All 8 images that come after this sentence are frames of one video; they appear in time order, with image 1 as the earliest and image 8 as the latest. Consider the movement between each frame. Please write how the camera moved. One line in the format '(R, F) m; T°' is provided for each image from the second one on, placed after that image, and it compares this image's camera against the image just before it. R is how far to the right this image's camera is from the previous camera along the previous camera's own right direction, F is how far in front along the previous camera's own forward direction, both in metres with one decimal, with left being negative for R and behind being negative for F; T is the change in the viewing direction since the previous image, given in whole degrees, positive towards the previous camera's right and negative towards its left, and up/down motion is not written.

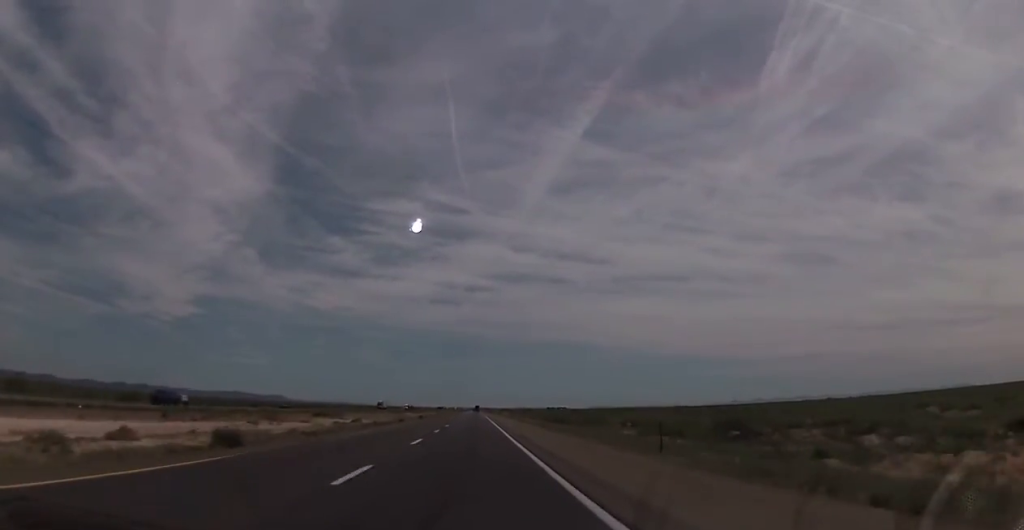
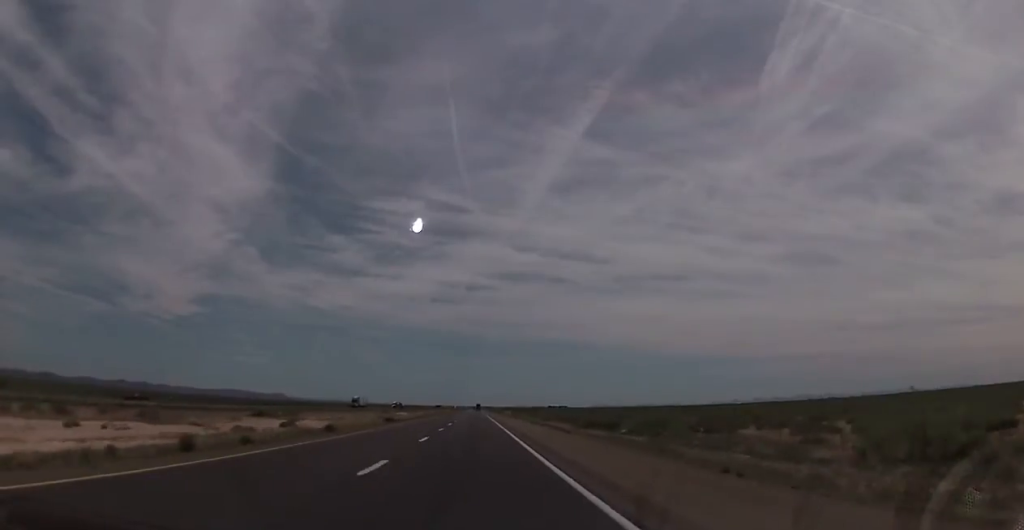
(0.0, +35.3) m; 0°
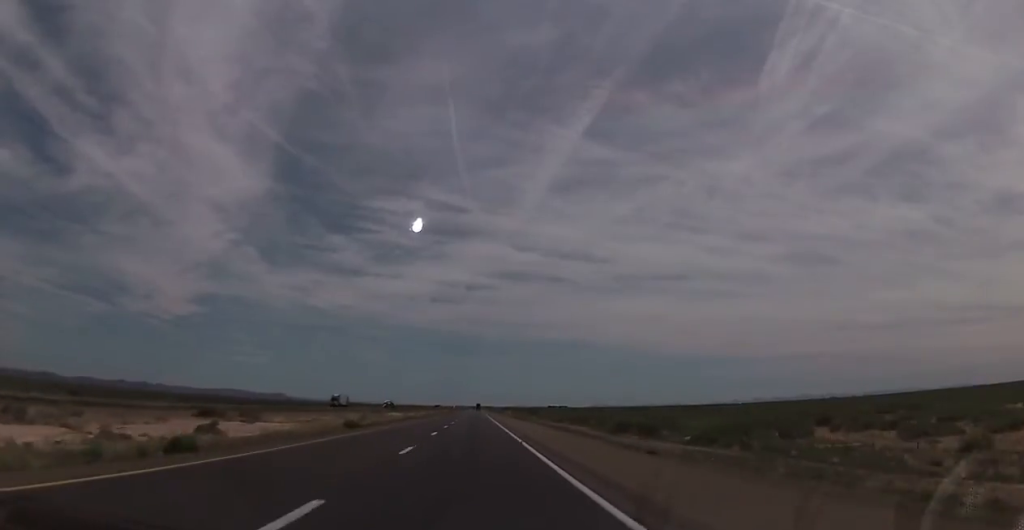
(0.0, +18.8) m; 0°
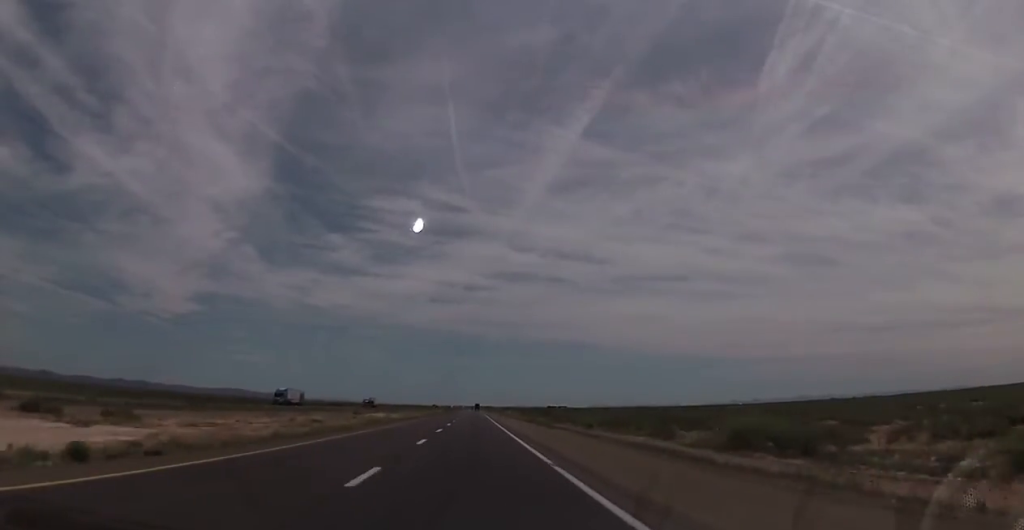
(-0.1, +31.8) m; 0°
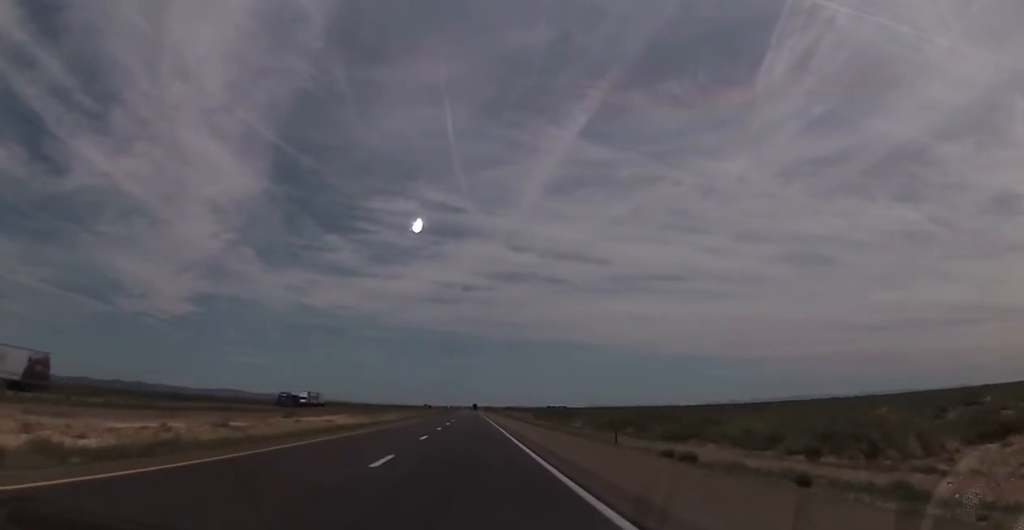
(0.0, +58.0) m; 0°
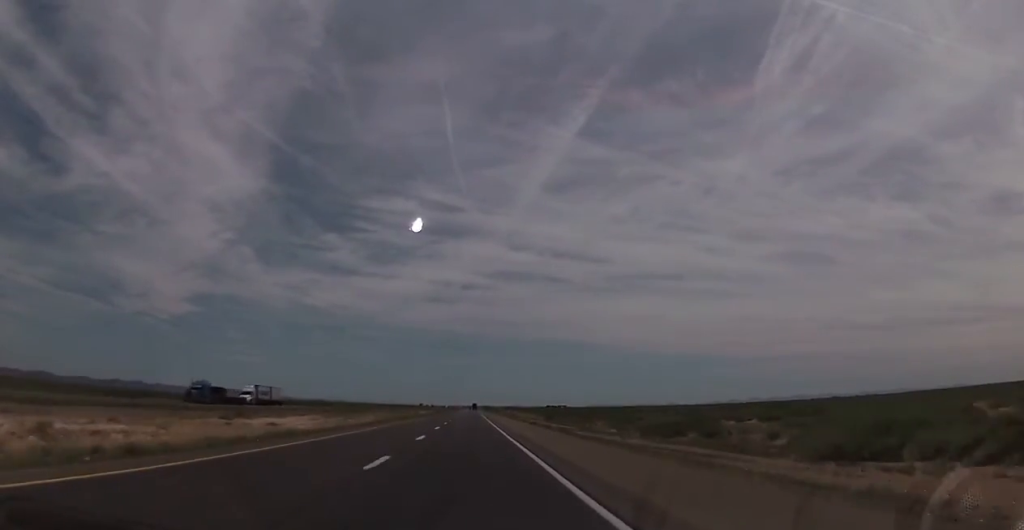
(0.0, +25.0) m; 0°
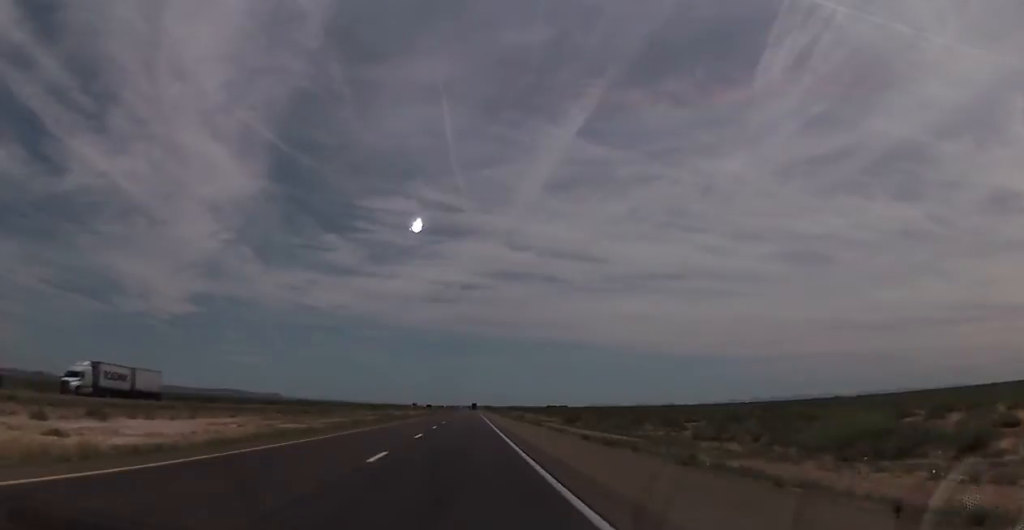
(+0.4, +35.6) m; 0°
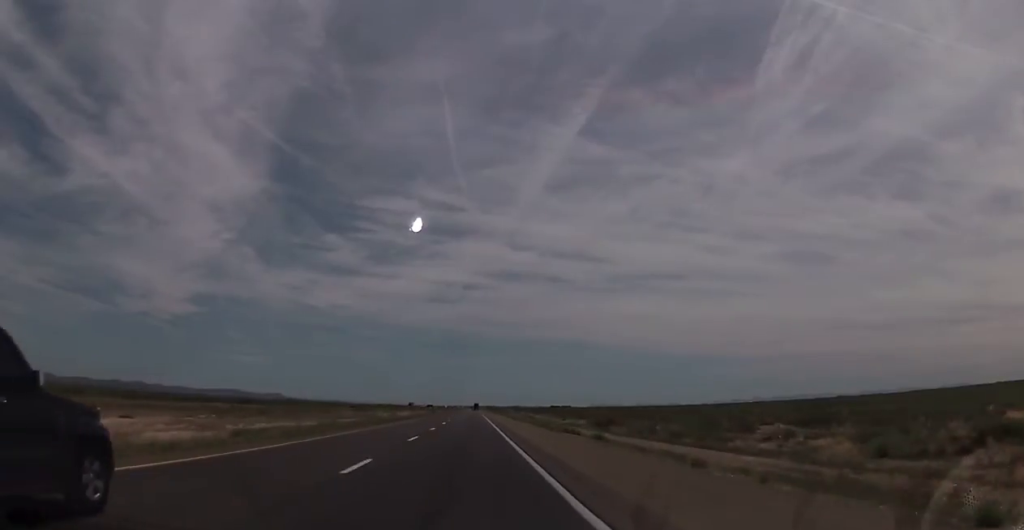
(-0.4, +27.3) m; -1°
